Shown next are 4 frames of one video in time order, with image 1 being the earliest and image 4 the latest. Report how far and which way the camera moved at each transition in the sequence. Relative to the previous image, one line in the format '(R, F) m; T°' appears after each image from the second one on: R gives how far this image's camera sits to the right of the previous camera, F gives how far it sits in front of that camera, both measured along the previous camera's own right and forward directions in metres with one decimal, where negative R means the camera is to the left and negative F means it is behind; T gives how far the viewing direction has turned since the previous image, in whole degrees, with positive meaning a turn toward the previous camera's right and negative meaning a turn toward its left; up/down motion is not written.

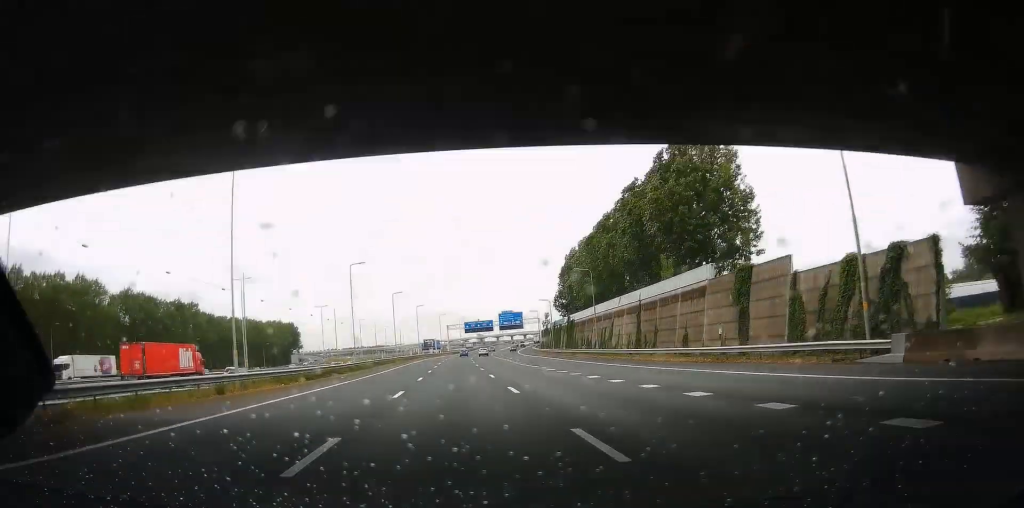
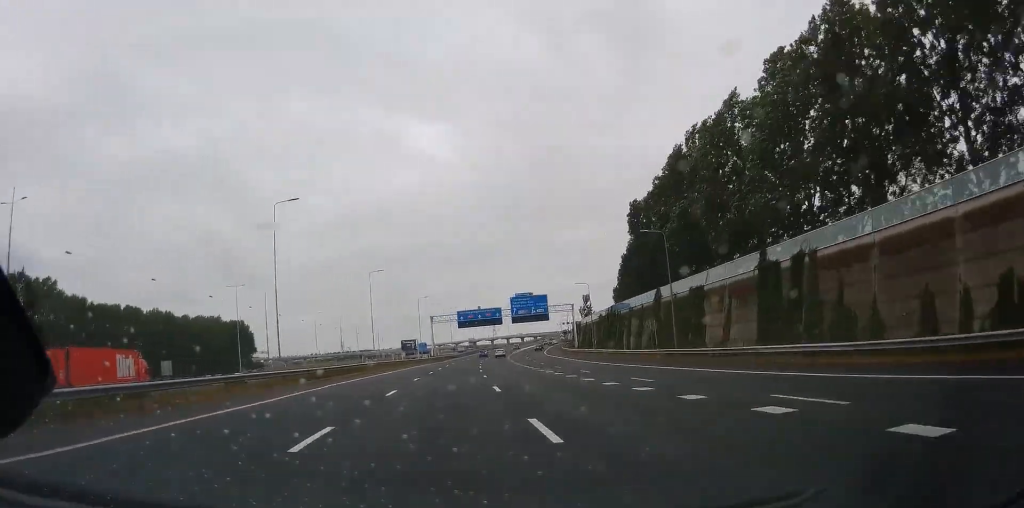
(+0.7, +72.5) m; +1°
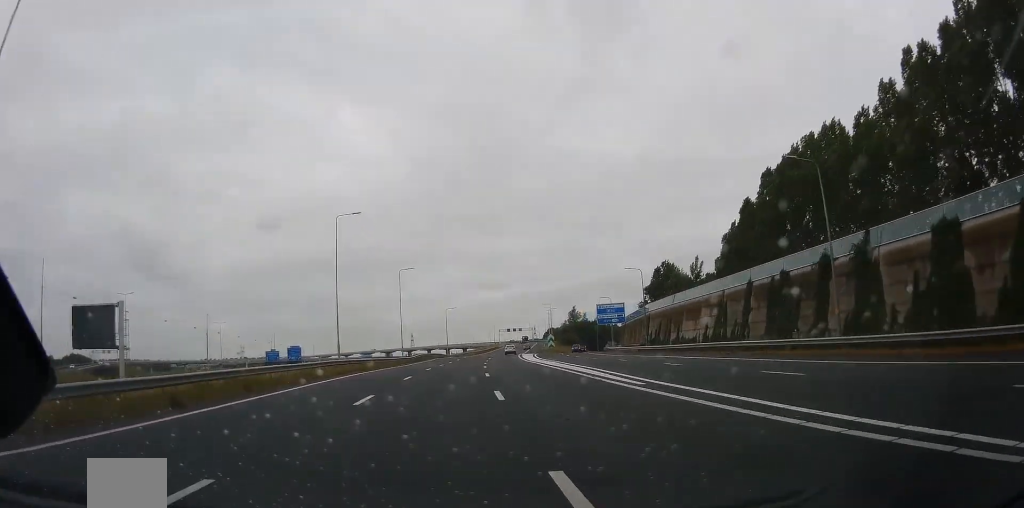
(+6.1, +153.4) m; +6°
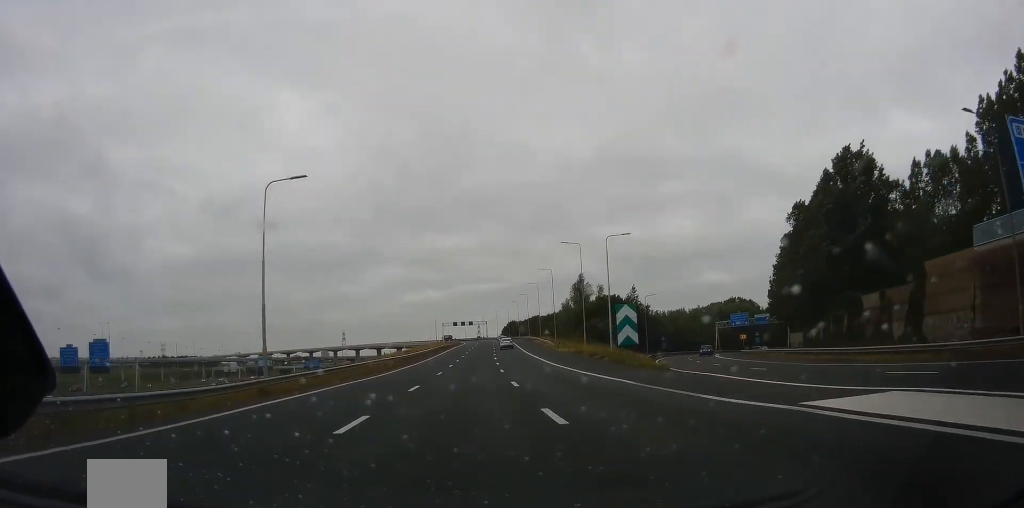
(+3.6, +101.6) m; +5°
